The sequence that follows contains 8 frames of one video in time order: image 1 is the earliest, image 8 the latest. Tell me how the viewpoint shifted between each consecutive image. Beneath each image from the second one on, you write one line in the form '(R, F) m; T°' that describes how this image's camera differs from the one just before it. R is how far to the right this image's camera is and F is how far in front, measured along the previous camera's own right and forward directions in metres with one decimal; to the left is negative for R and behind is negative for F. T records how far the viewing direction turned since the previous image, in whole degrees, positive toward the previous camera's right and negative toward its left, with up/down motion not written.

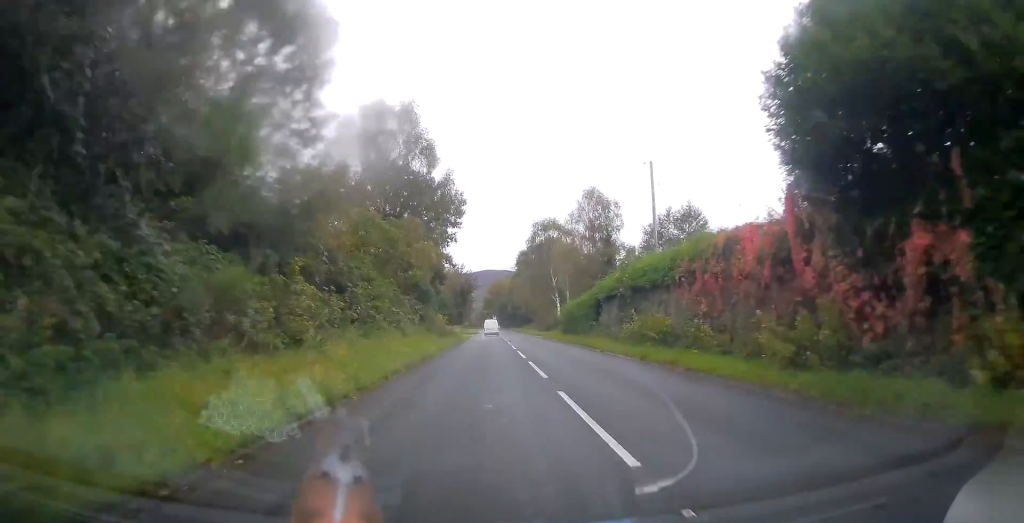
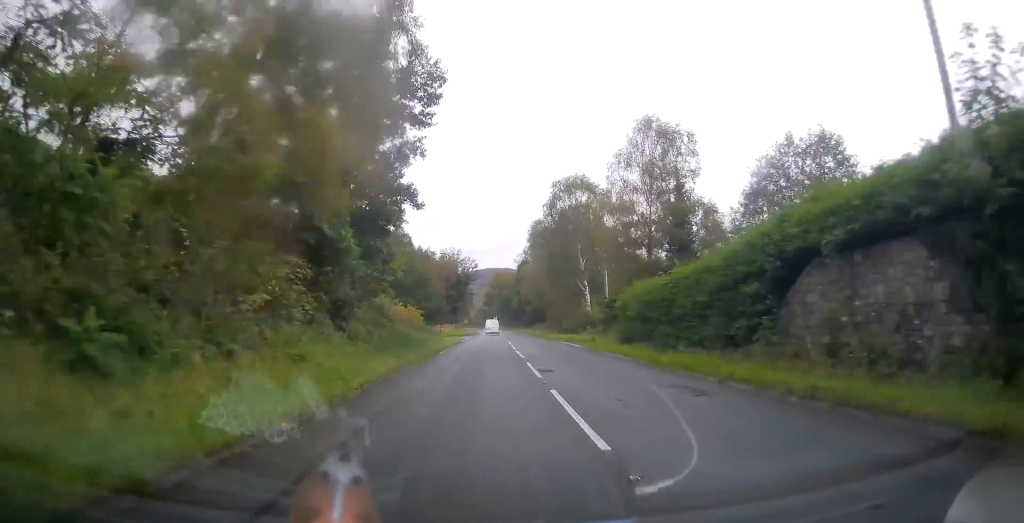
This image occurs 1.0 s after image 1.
(+0.1, +26.1) m; 0°
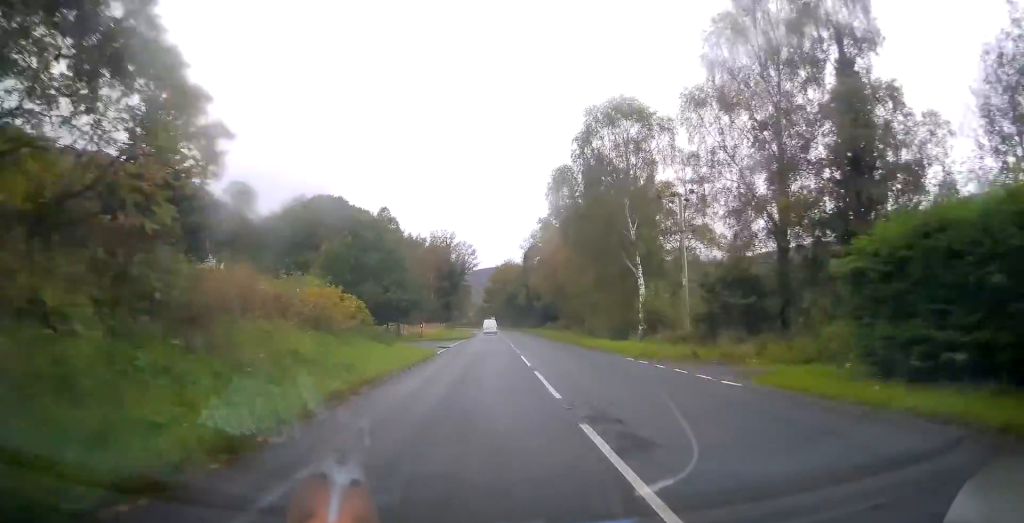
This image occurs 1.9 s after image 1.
(+0.1, +22.4) m; 0°
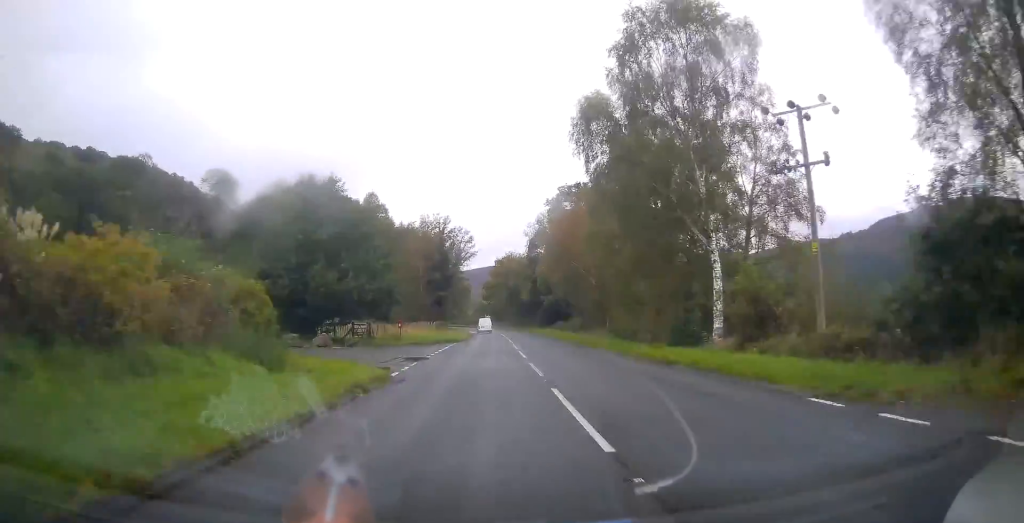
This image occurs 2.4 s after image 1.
(0.0, +13.7) m; 0°
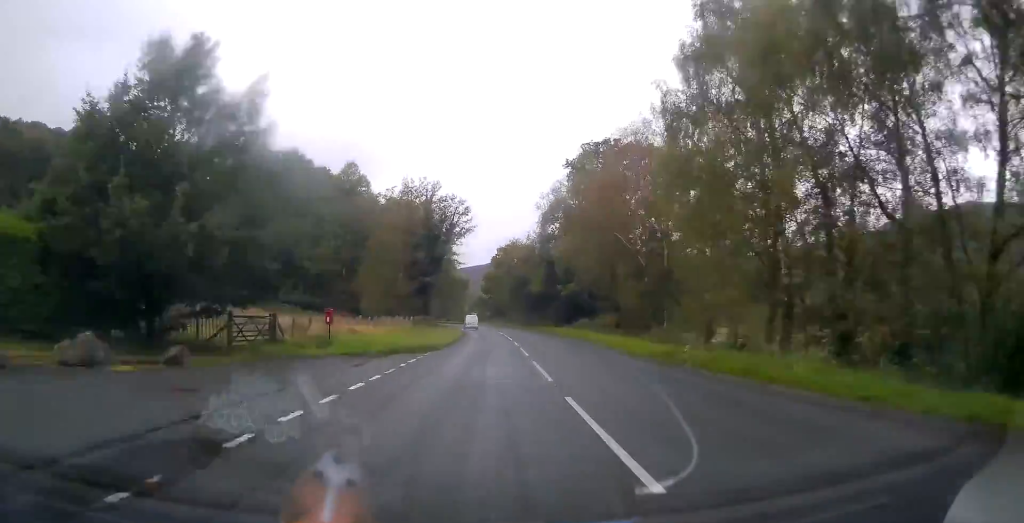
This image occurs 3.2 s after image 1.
(0.0, +19.6) m; 0°
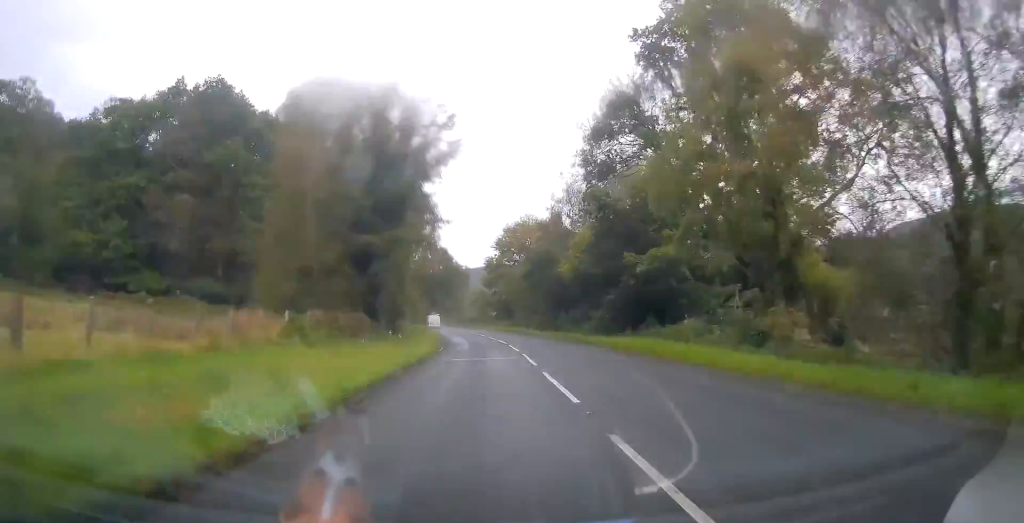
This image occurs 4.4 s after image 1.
(-0.2, +30.4) m; -1°
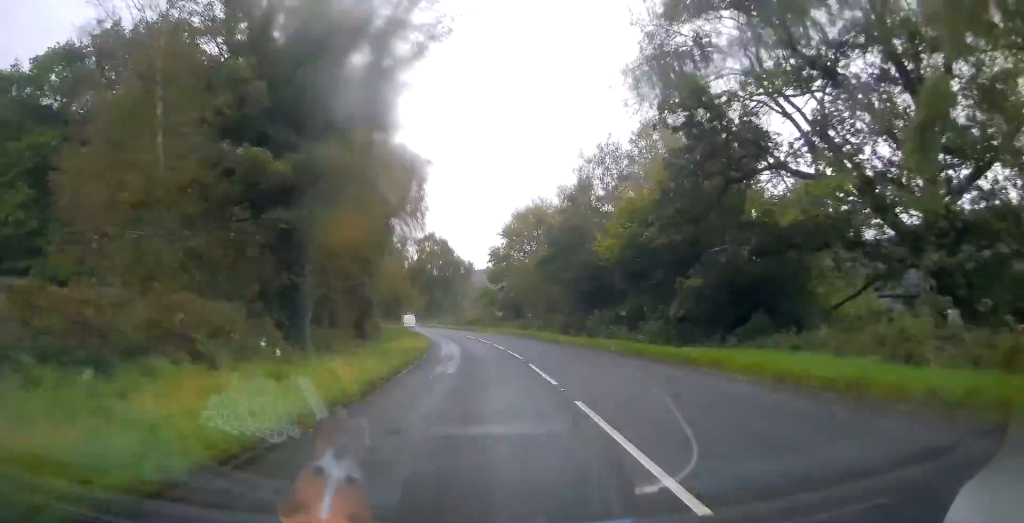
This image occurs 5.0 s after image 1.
(-0.1, +15.1) m; -1°
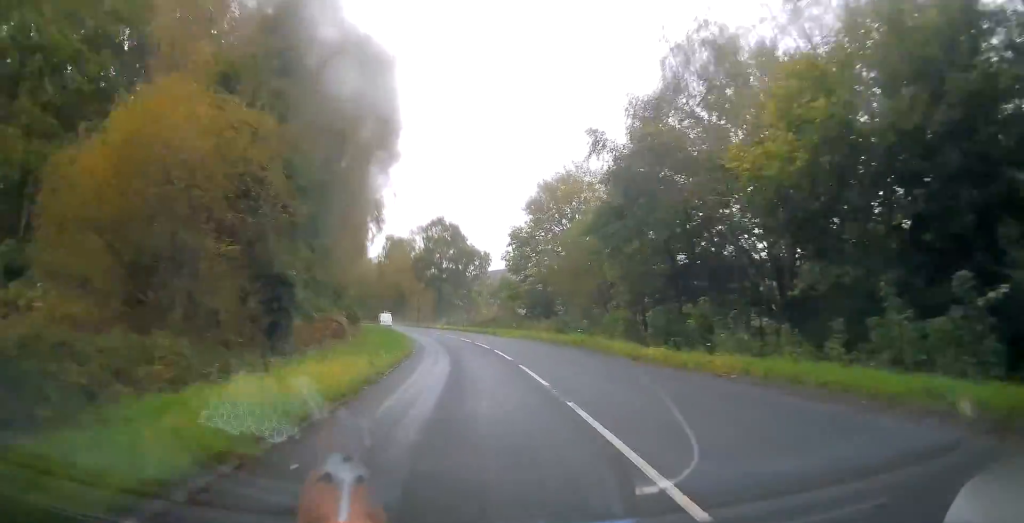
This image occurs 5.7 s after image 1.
(-0.2, +18.1) m; -1°
